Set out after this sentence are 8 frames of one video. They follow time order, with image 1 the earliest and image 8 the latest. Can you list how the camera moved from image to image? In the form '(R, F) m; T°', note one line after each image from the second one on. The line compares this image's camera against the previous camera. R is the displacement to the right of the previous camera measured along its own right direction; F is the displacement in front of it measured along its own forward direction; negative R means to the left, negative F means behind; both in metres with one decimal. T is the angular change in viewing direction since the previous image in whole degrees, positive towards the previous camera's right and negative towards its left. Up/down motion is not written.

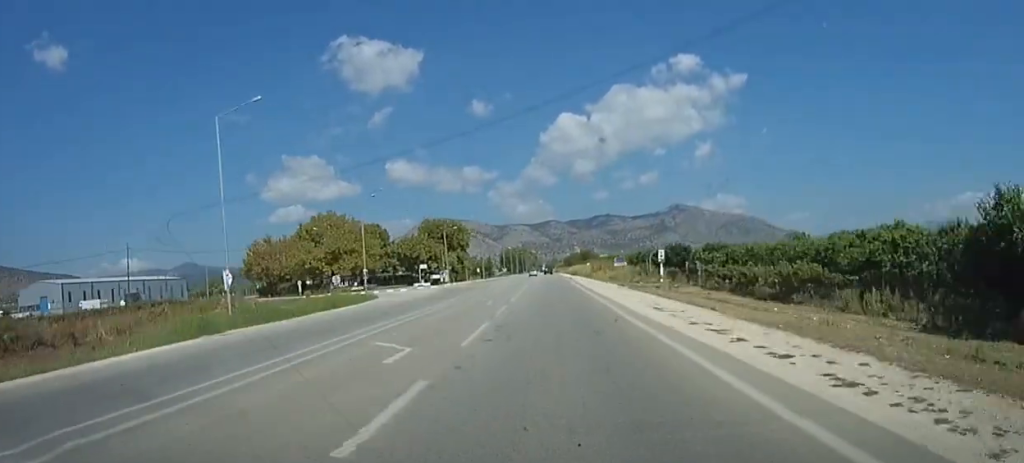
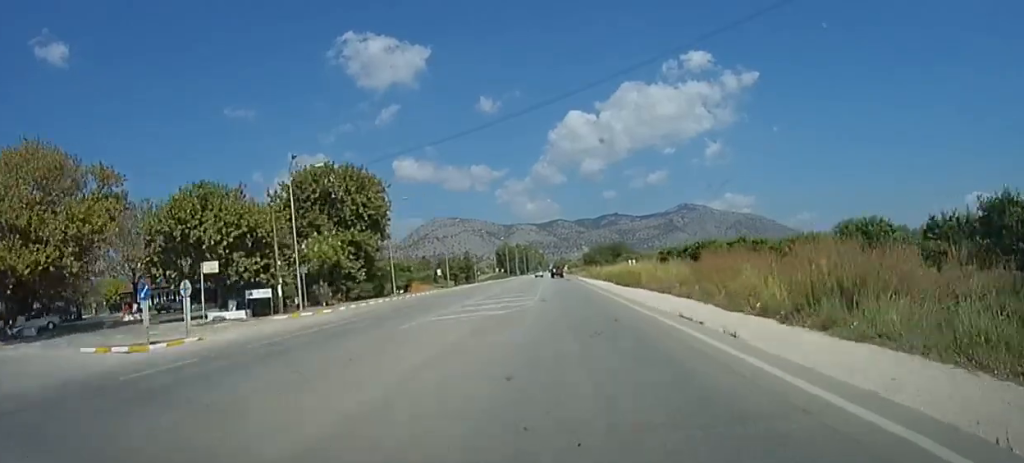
(-0.2, +59.2) m; -1°
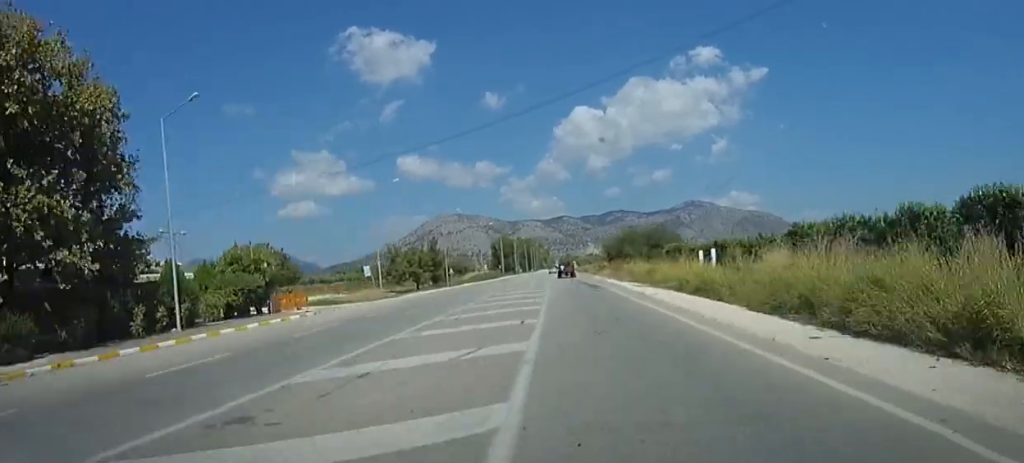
(-0.2, +33.9) m; -1°
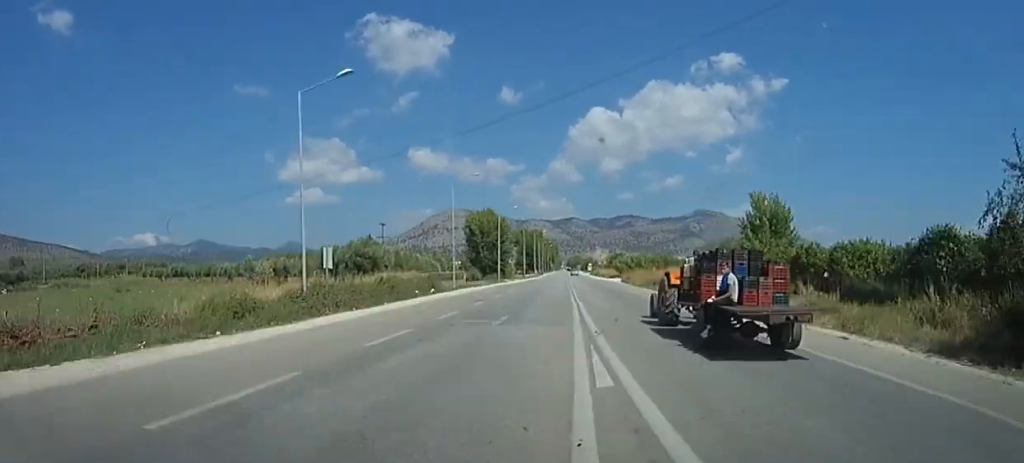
(-1.3, +72.6) m; -1°
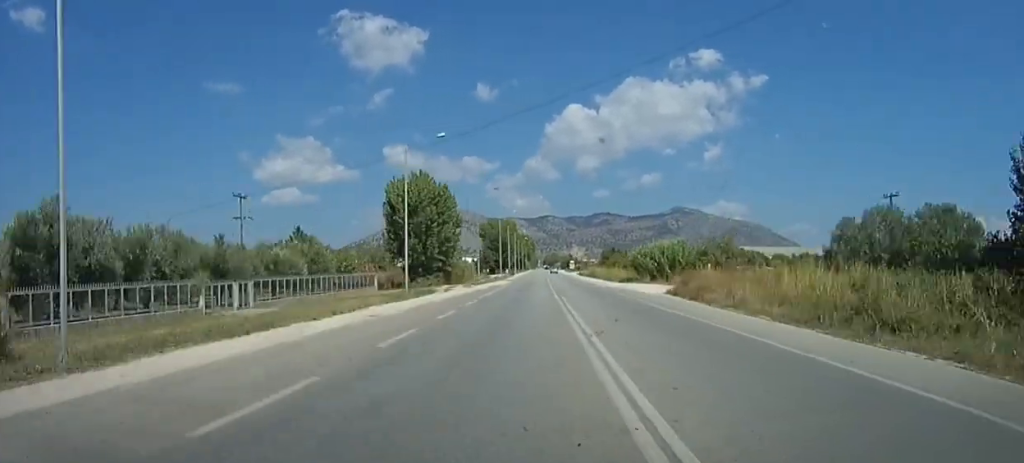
(+0.3, +36.7) m; +1°
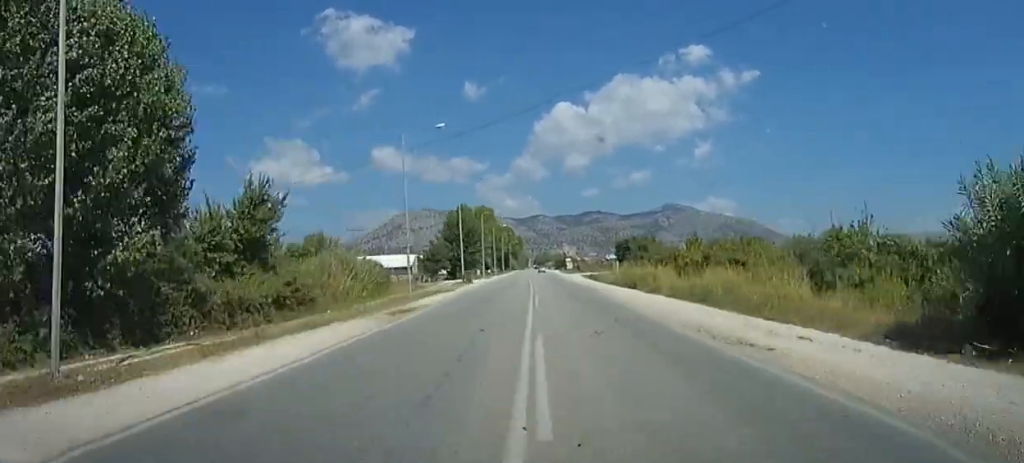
(+1.0, +48.1) m; +2°
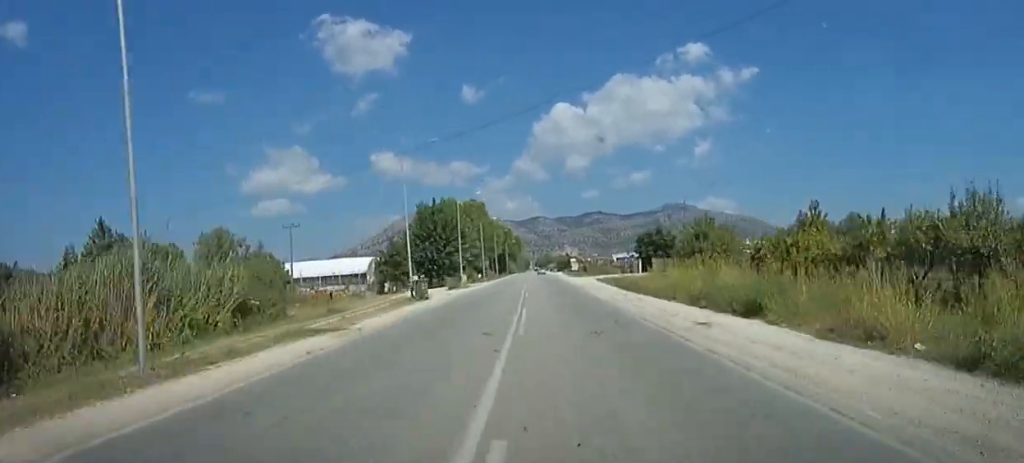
(+0.3, +22.1) m; +1°
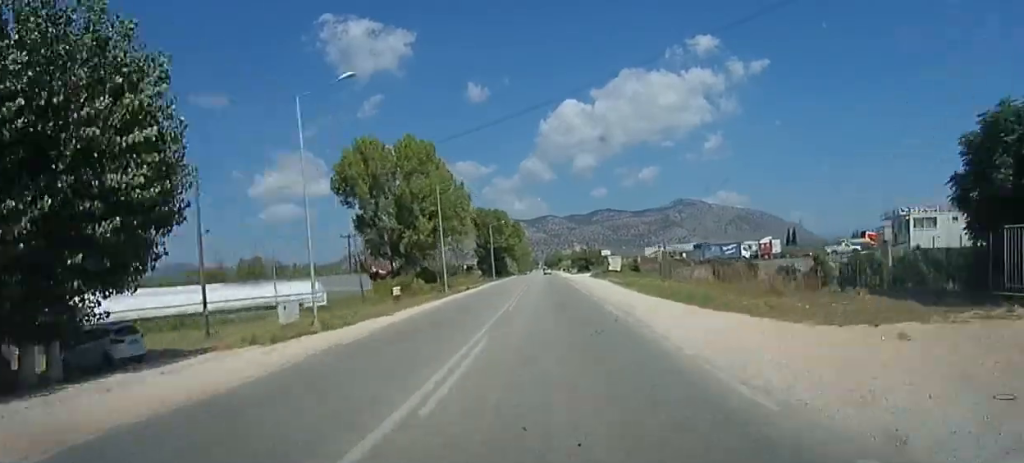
(+0.2, +64.6) m; 0°
